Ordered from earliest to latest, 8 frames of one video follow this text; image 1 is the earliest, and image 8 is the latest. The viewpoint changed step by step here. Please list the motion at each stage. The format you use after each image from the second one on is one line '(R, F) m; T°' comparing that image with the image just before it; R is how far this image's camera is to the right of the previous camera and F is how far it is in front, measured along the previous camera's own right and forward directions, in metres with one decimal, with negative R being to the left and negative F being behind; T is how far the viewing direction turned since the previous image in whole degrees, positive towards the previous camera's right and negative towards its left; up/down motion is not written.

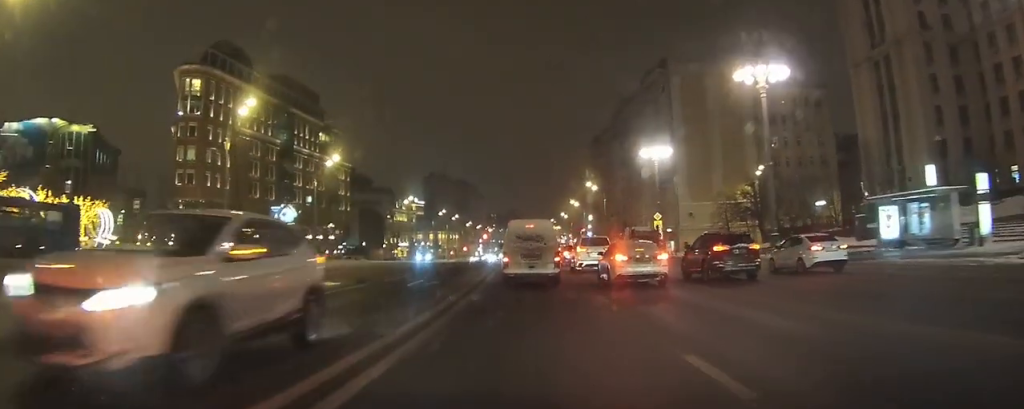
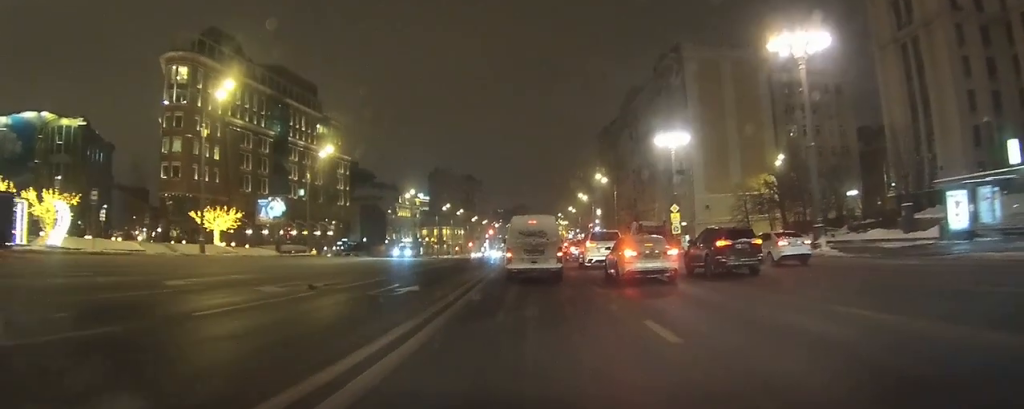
(0.0, +5.5) m; +1°
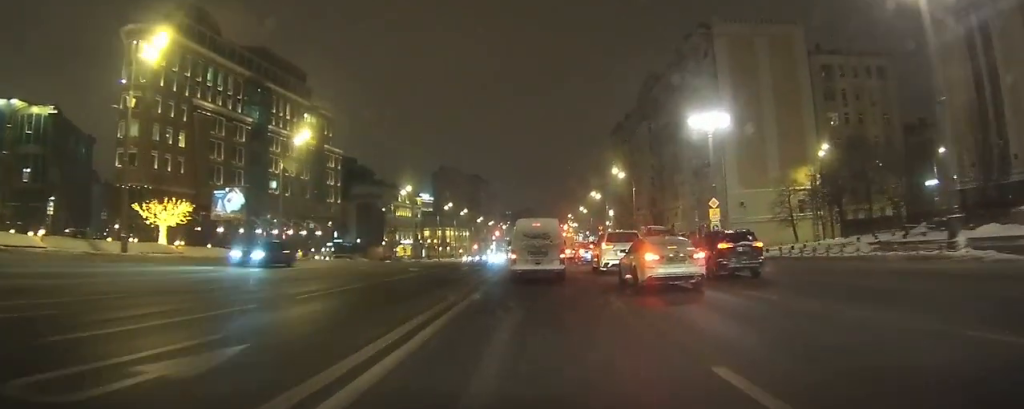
(+0.1, +11.7) m; +1°
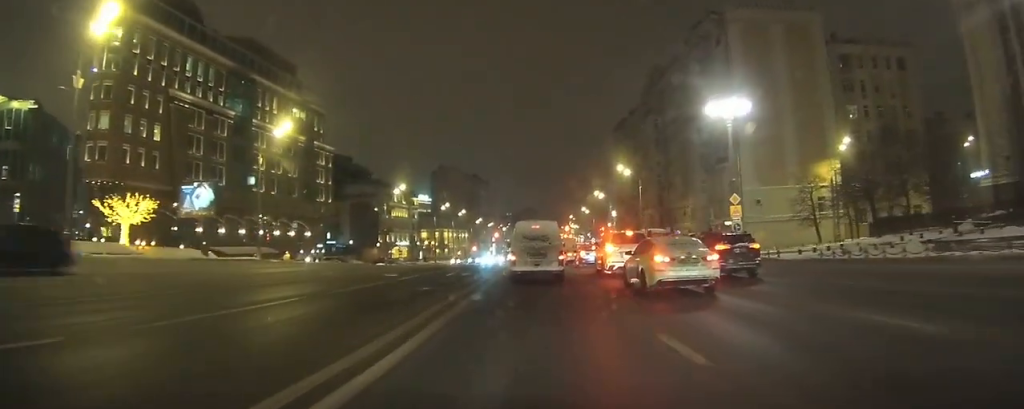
(0.0, +5.7) m; 0°
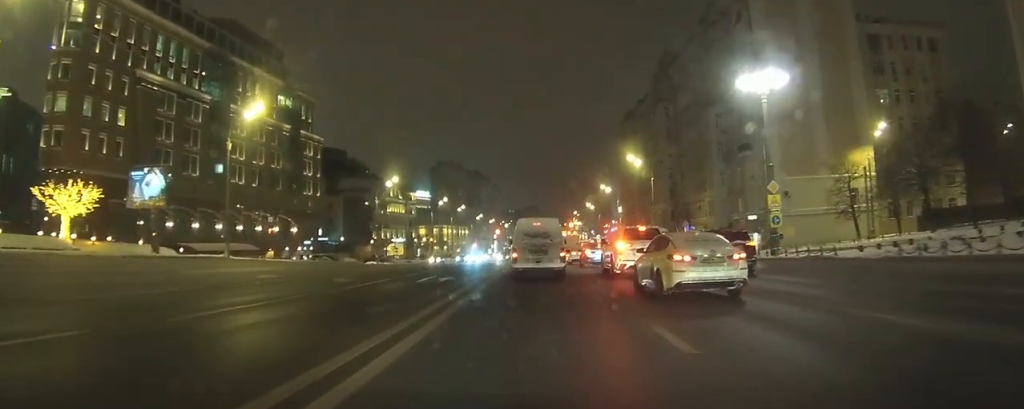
(+0.1, +7.5) m; +1°
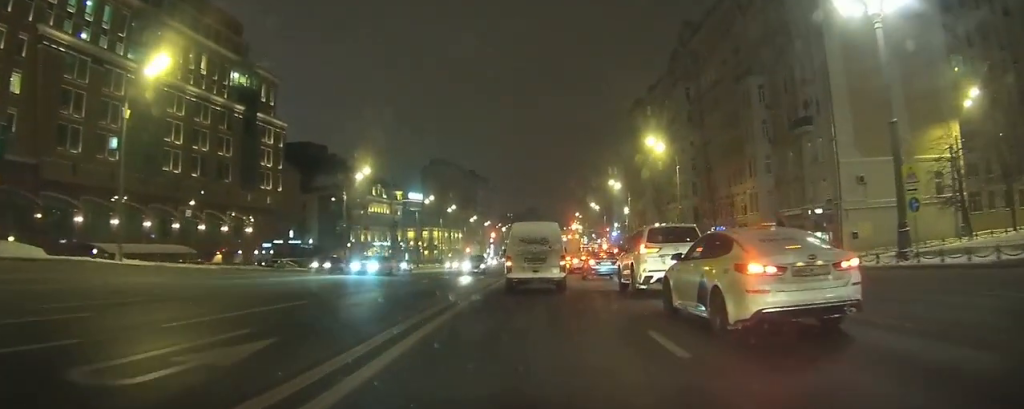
(+0.4, +15.1) m; +2°
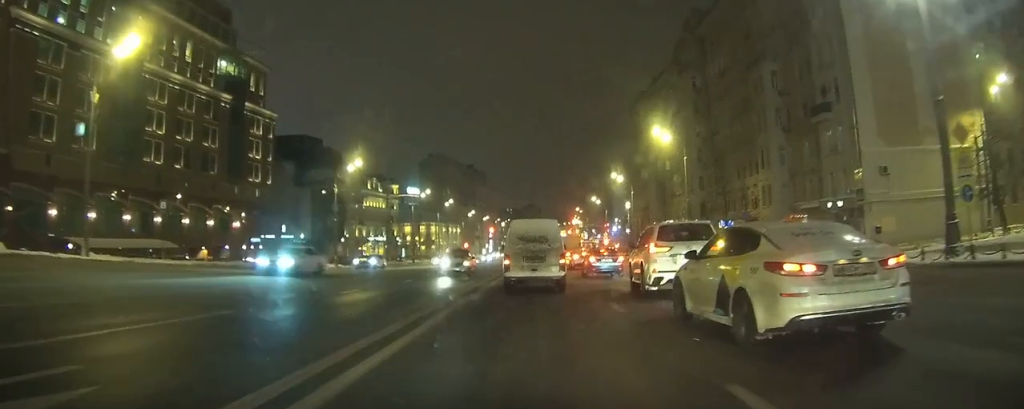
(0.0, +3.1) m; -1°
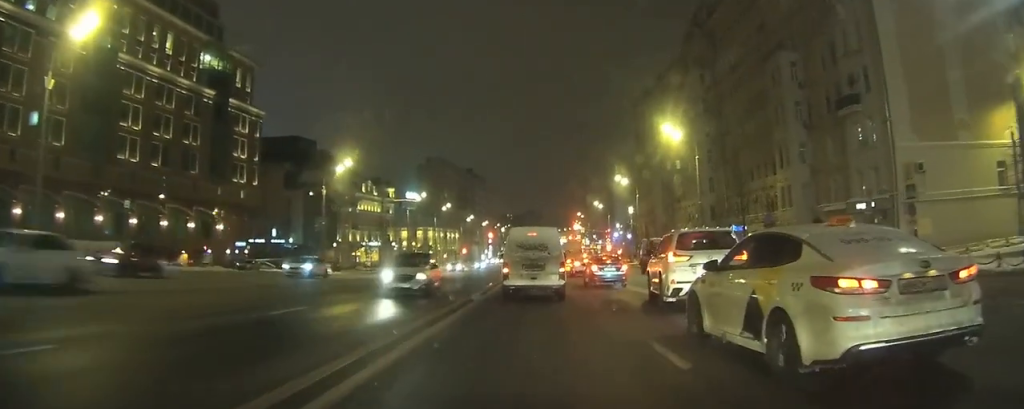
(0.0, +4.2) m; -1°
